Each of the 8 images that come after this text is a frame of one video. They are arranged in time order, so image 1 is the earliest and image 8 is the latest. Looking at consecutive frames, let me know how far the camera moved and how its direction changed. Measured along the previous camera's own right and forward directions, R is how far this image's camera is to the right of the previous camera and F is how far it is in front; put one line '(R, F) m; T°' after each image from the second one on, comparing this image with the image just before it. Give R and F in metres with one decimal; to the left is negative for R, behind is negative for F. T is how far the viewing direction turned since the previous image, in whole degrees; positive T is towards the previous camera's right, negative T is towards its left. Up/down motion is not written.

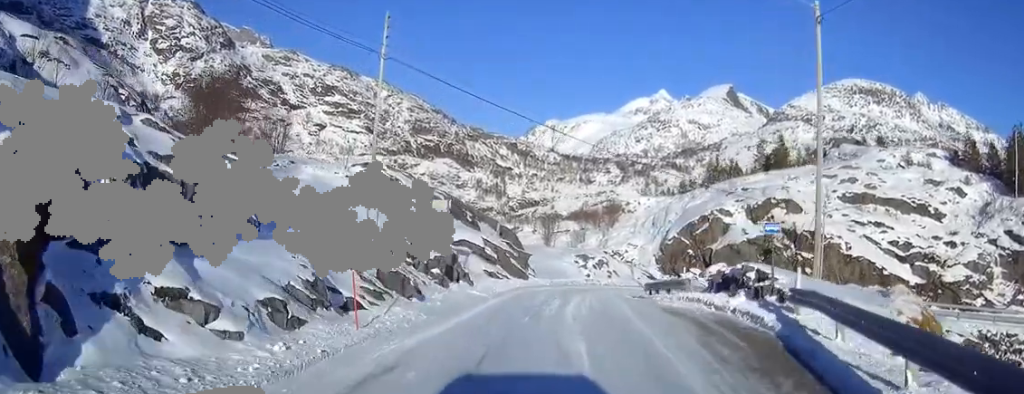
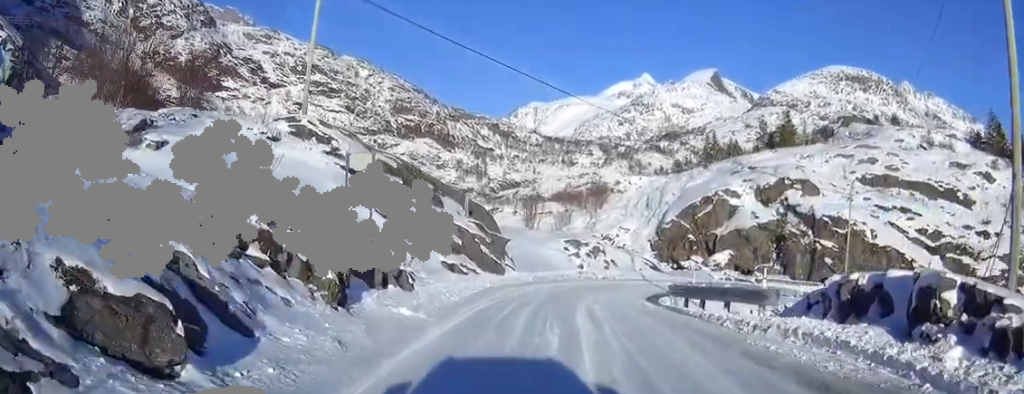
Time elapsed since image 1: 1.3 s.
(+0.1, +10.3) m; +2°
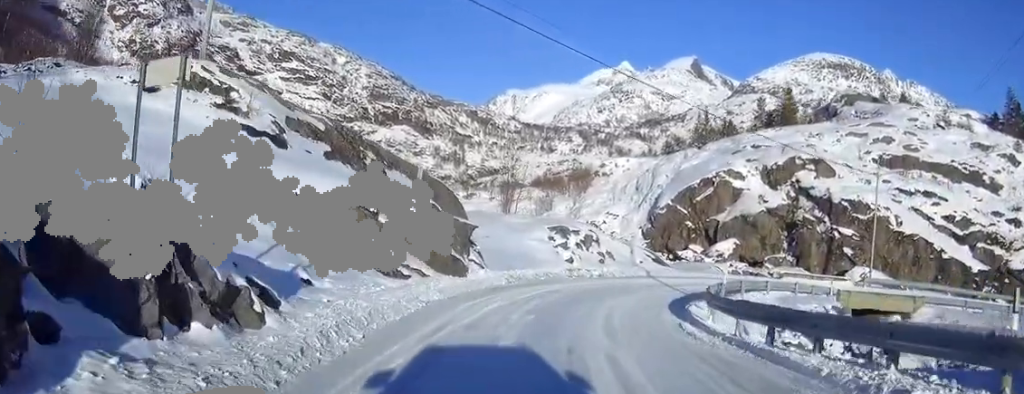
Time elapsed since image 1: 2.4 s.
(+0.1, +8.6) m; +1°
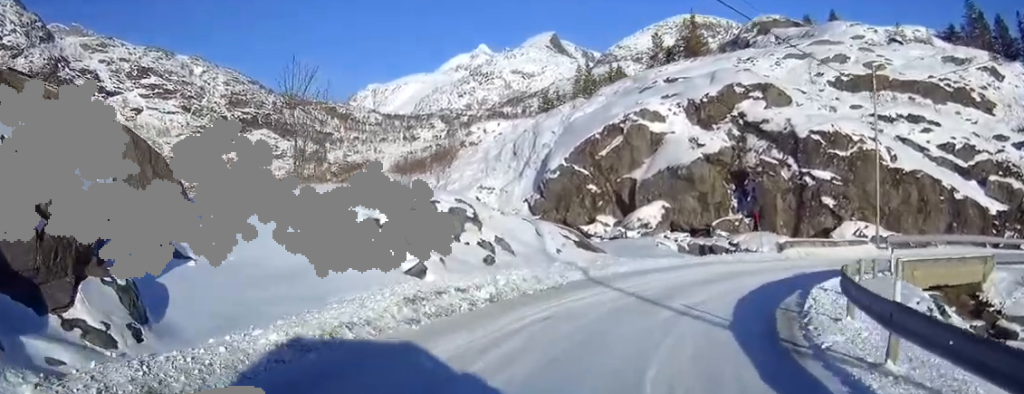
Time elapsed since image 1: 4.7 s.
(+0.5, +17.9) m; +7°
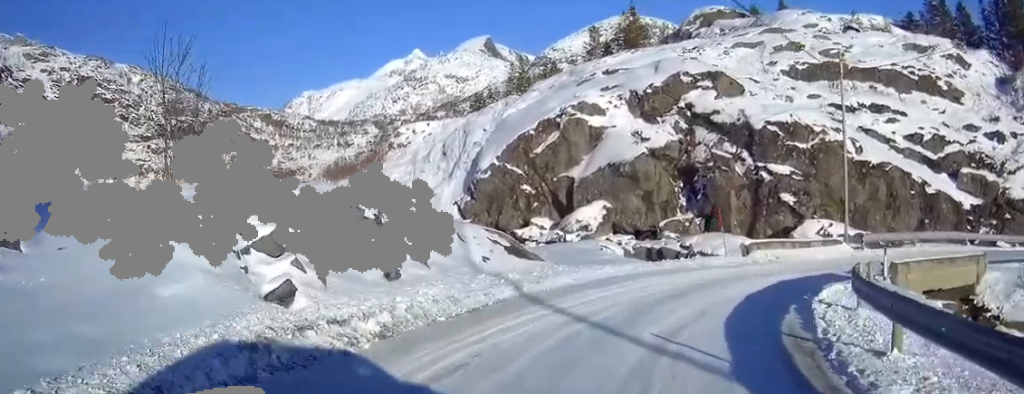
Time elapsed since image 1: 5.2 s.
(+0.2, +3.9) m; +5°
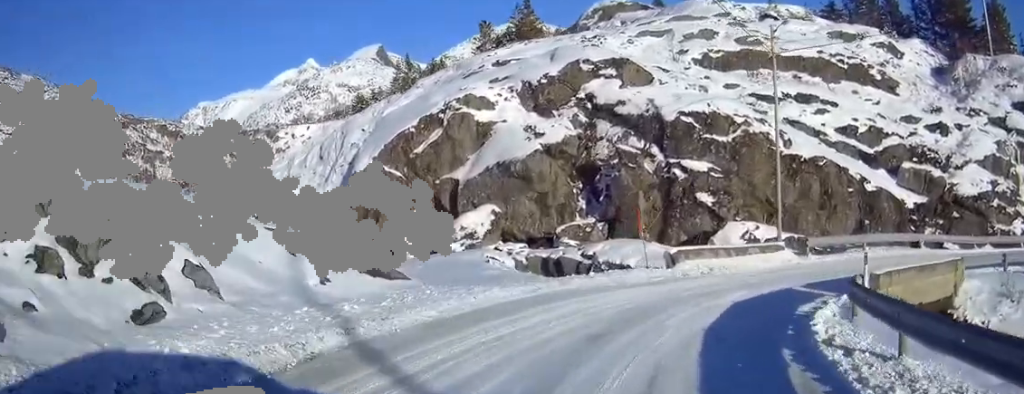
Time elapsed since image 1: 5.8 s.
(+0.2, +5.2) m; +7°
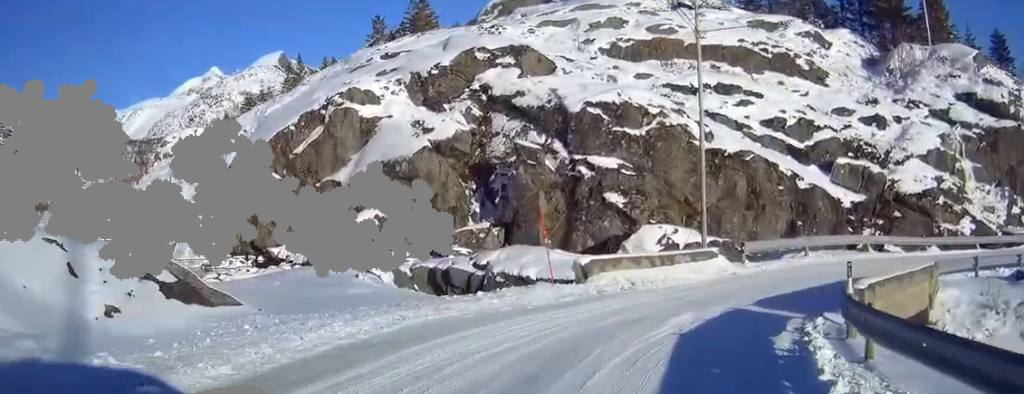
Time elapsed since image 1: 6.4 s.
(+0.2, +4.2) m; +9°
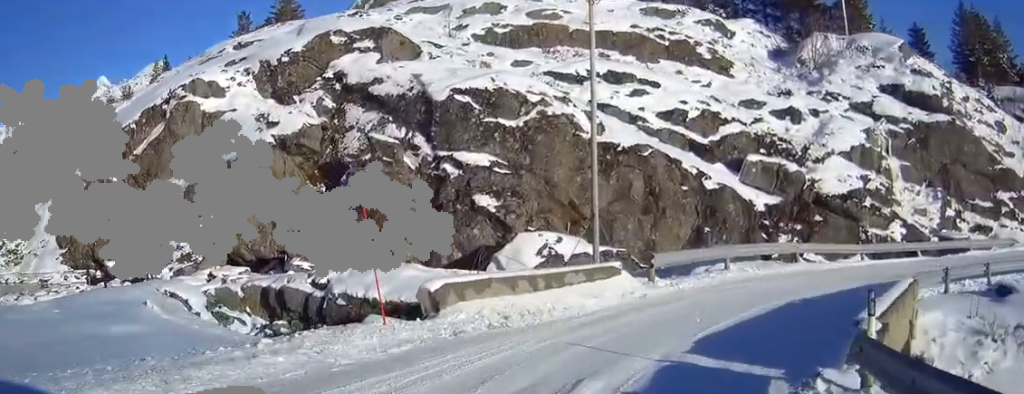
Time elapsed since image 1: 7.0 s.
(+0.6, +5.0) m; +12°
